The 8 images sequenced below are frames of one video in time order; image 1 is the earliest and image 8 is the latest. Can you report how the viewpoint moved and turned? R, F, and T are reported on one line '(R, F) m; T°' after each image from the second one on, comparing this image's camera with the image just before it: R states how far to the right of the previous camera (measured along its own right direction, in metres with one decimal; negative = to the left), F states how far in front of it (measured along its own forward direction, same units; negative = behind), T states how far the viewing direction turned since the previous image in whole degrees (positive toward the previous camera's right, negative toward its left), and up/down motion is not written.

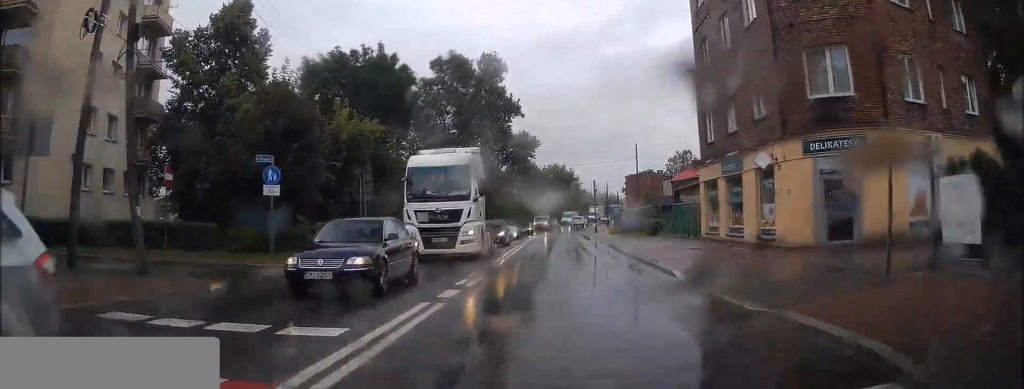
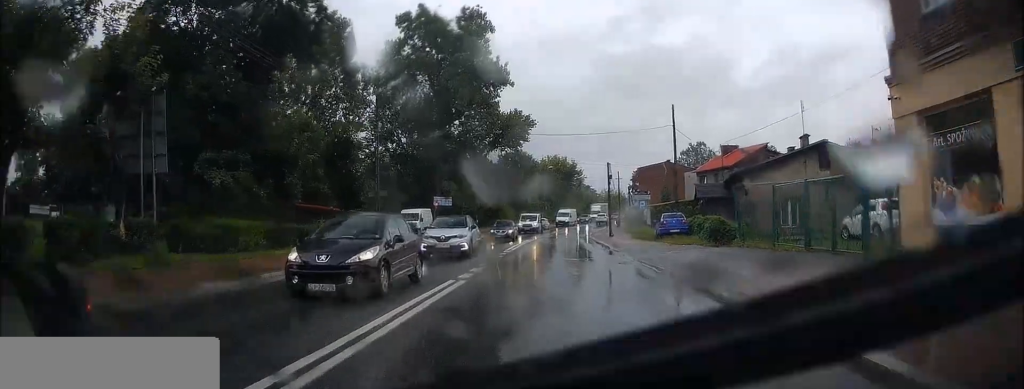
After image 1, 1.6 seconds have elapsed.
(+0.2, +19.2) m; +1°
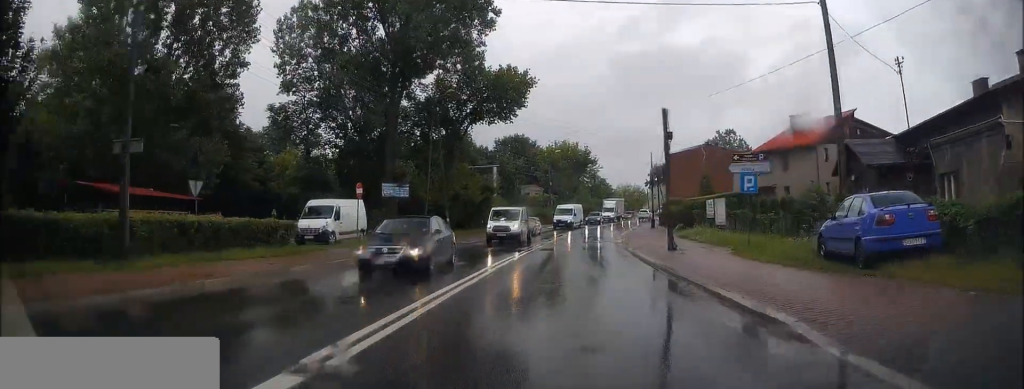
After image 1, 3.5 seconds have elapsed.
(-0.7, +22.3) m; -2°
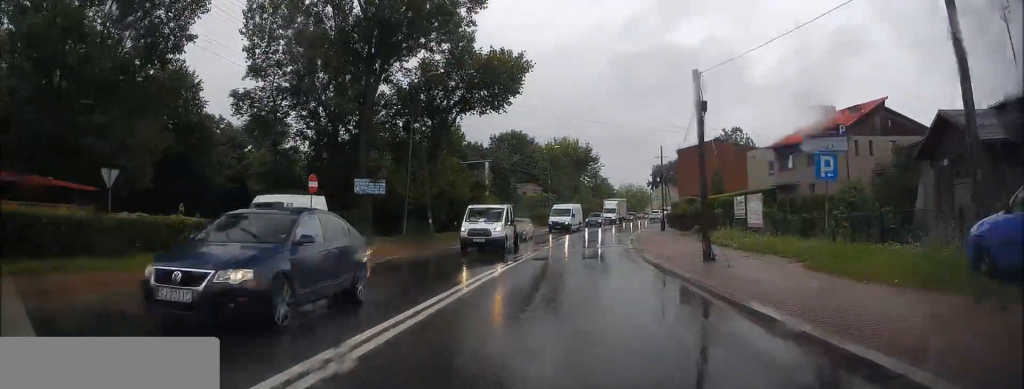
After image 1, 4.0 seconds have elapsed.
(+0.1, +6.1) m; +1°
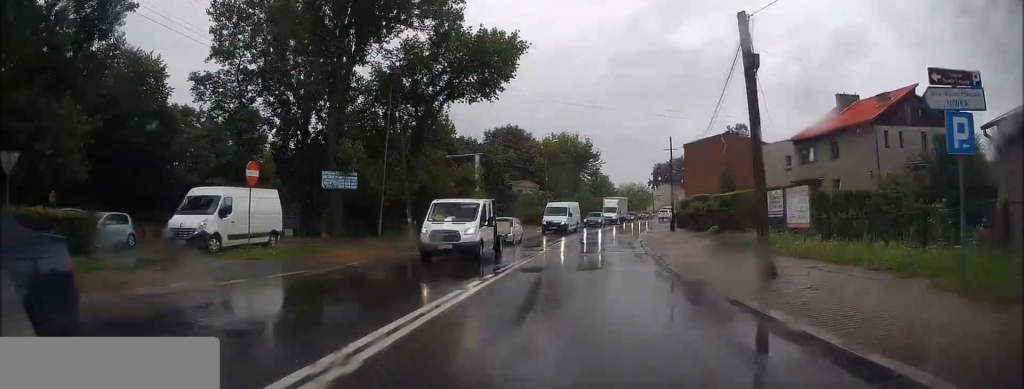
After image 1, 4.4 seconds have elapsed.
(0.0, +5.3) m; +1°
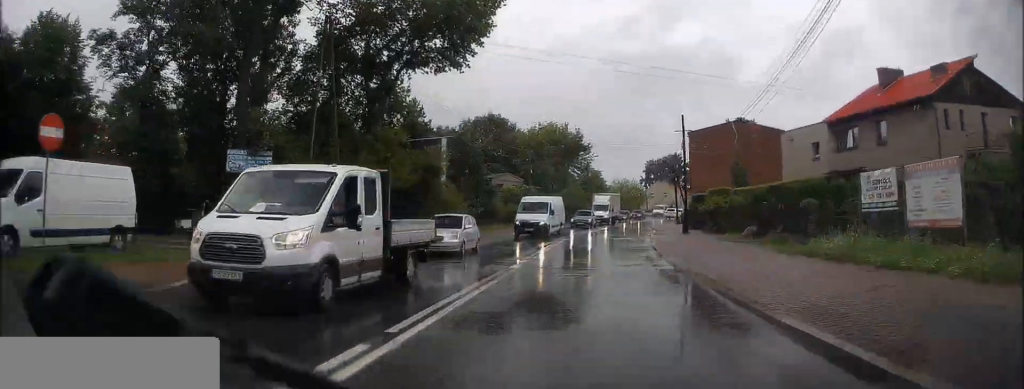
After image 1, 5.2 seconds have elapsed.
(+0.2, +9.4) m; 0°
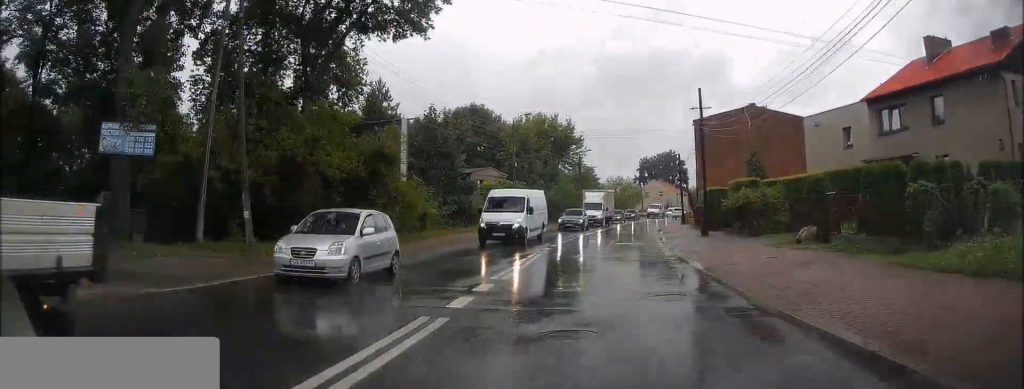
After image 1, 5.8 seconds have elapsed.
(-0.1, +7.7) m; 0°
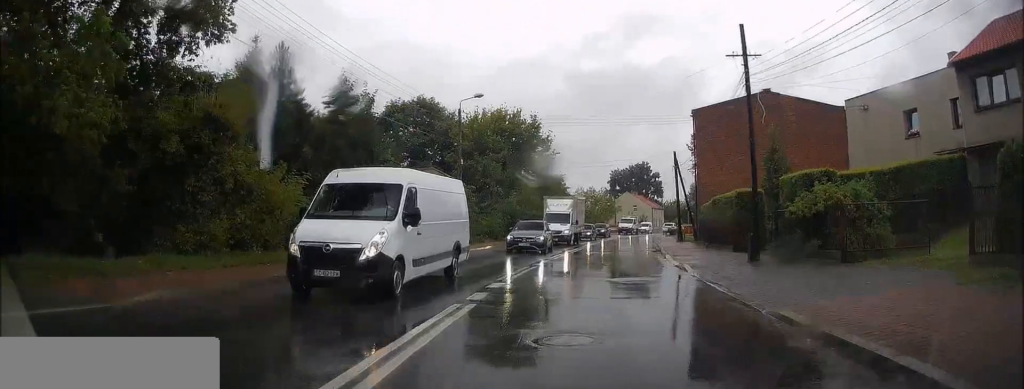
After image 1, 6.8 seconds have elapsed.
(+0.1, +12.6) m; +2°
